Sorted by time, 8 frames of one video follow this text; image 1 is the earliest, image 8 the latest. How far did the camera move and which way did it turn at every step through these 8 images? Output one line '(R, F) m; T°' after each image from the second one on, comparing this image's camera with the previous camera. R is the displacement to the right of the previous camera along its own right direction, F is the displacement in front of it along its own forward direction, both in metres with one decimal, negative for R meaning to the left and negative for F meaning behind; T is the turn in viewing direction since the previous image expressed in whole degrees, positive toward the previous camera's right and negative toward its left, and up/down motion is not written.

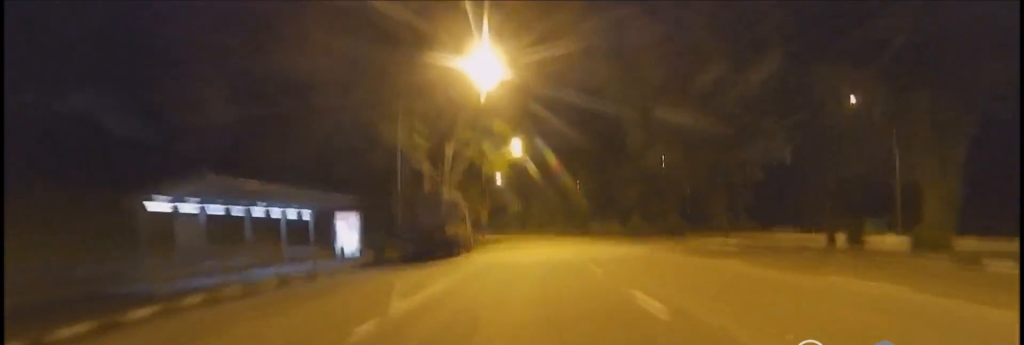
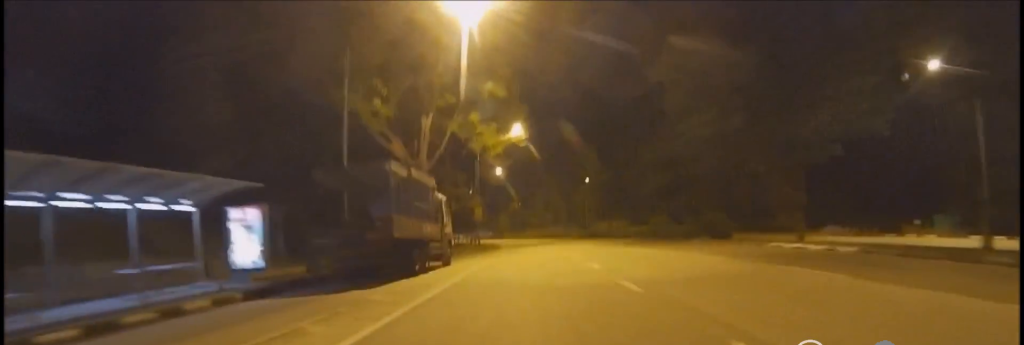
(-0.2, +9.2) m; +2°
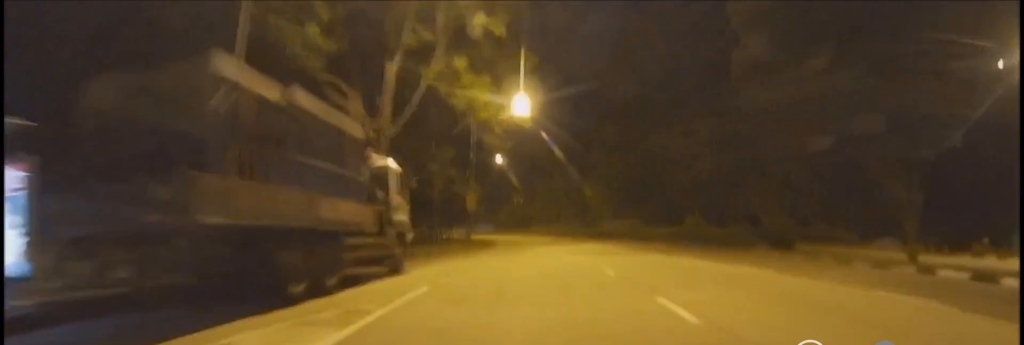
(+0.6, +8.1) m; +1°
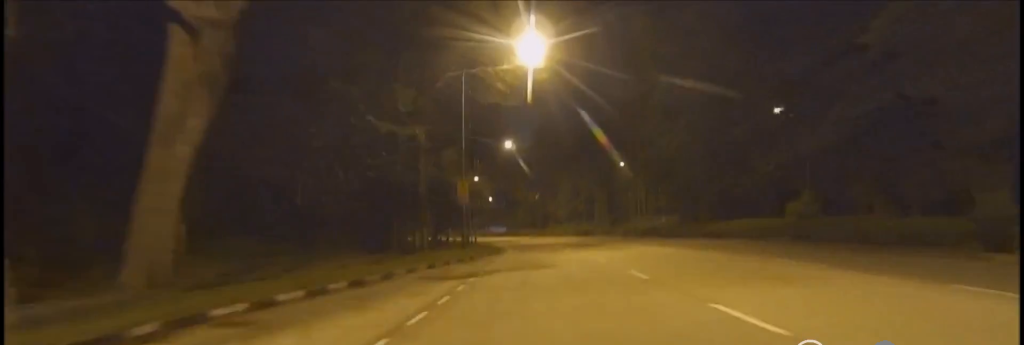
(-0.2, +12.6) m; -1°
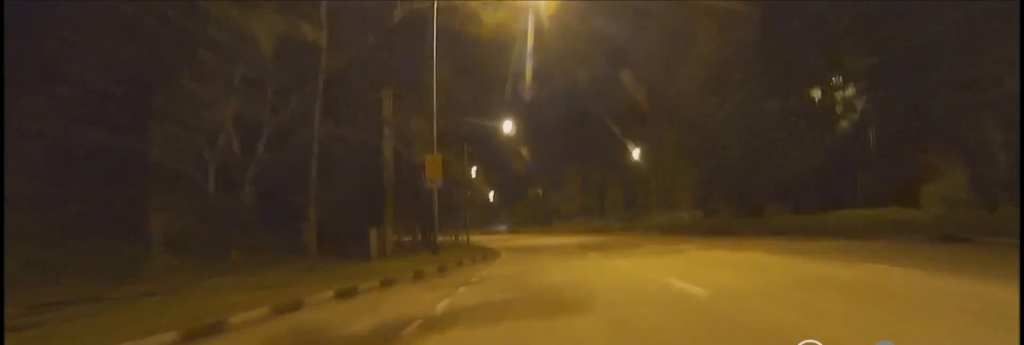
(-0.1, +8.9) m; -3°
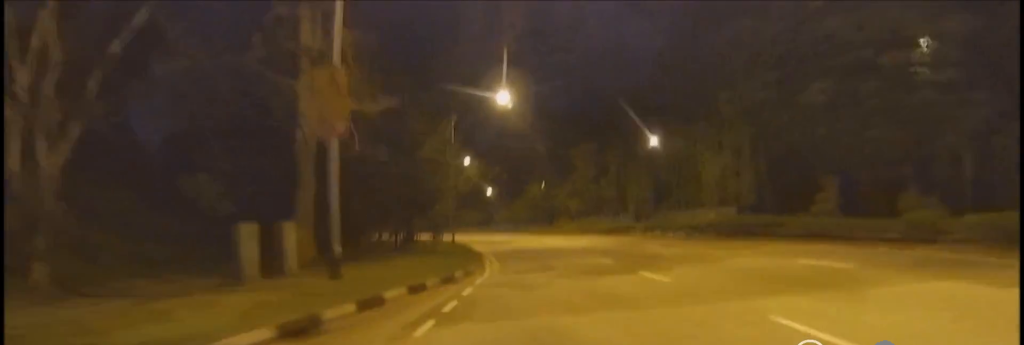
(+0.1, +9.7) m; -3°
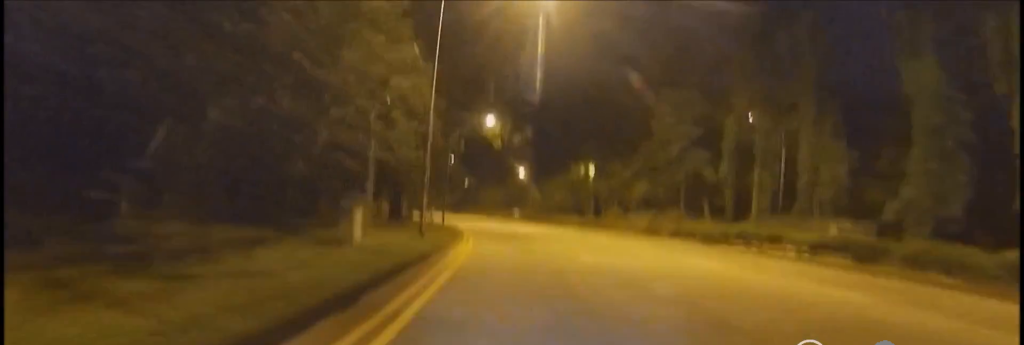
(-0.1, +17.5) m; +2°
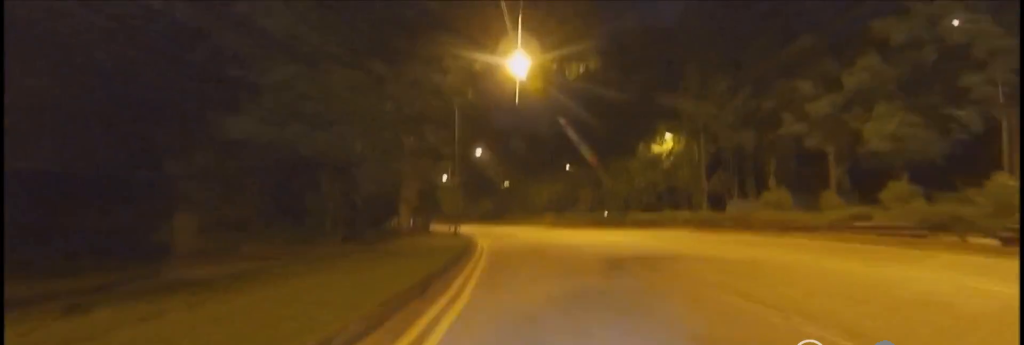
(-1.3, +20.0) m; -10°
